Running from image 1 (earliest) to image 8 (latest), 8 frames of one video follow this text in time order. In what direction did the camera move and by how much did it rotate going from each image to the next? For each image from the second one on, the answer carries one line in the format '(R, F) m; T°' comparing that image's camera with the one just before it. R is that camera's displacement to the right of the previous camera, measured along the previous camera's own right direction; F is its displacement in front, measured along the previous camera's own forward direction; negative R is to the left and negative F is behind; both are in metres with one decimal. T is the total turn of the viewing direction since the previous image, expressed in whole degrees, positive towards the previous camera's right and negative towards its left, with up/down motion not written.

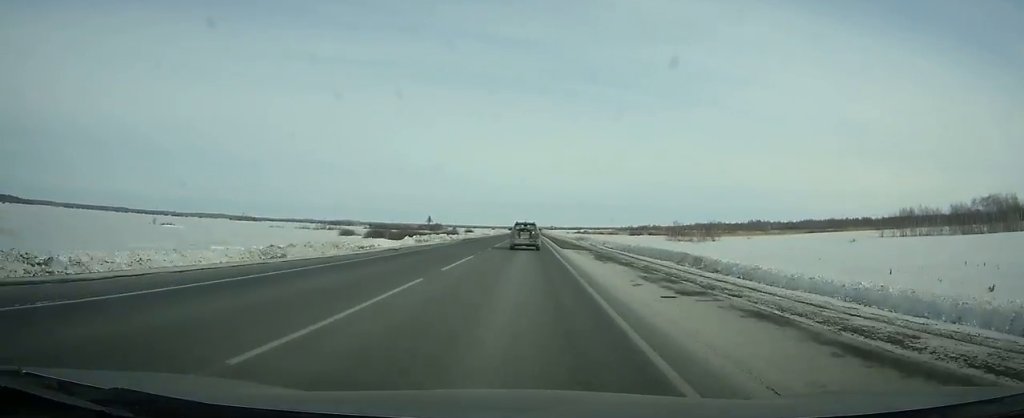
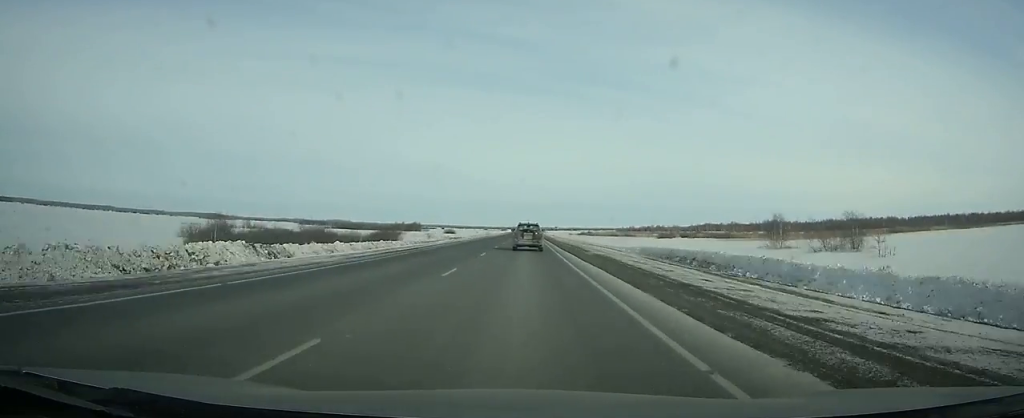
(-0.2, +67.6) m; 0°
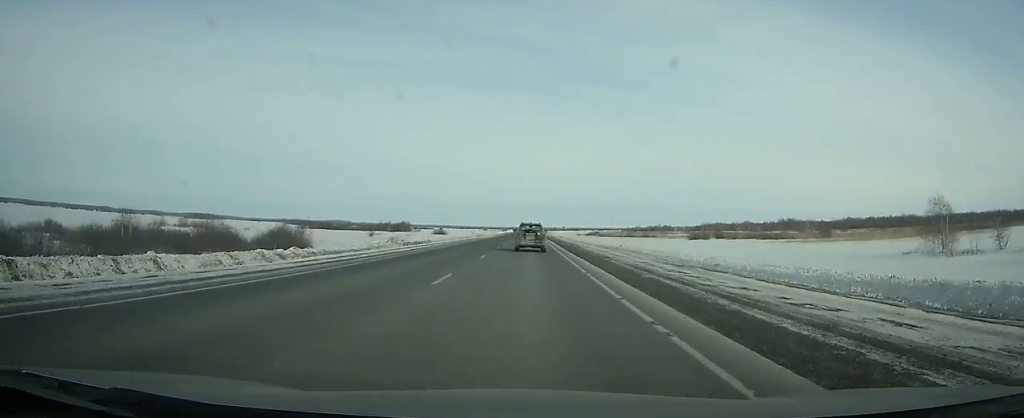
(0.0, +36.7) m; 0°
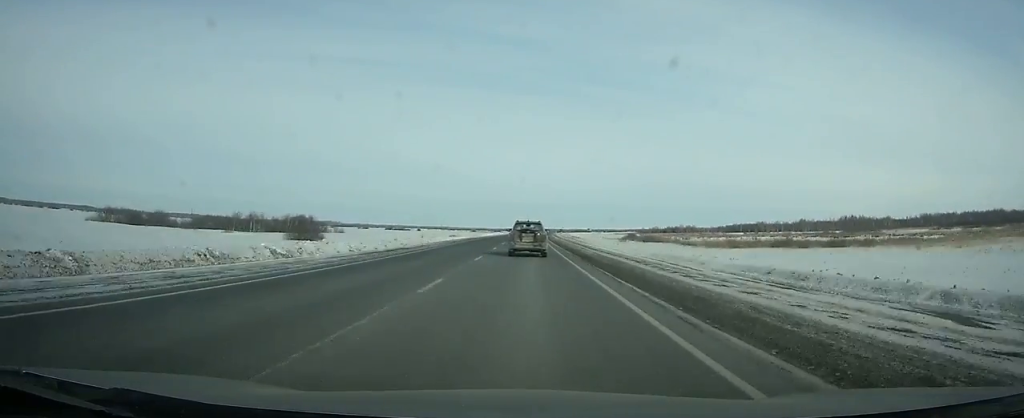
(+0.7, +143.7) m; 0°
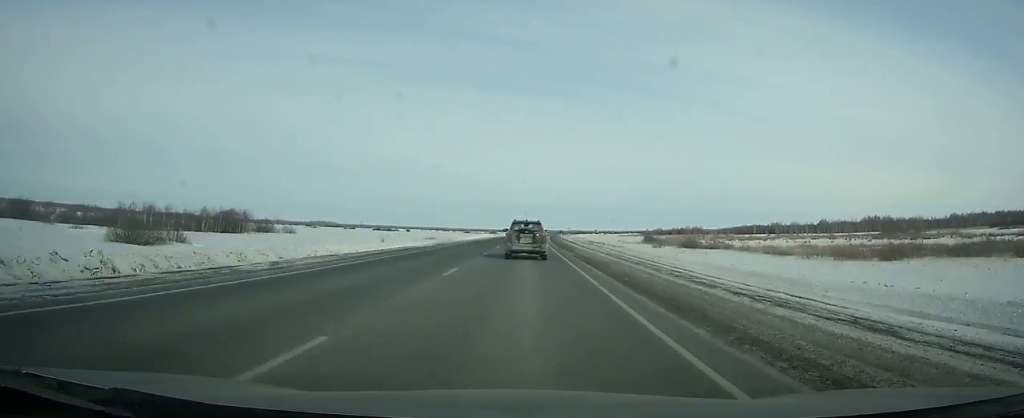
(-0.1, +44.7) m; 0°
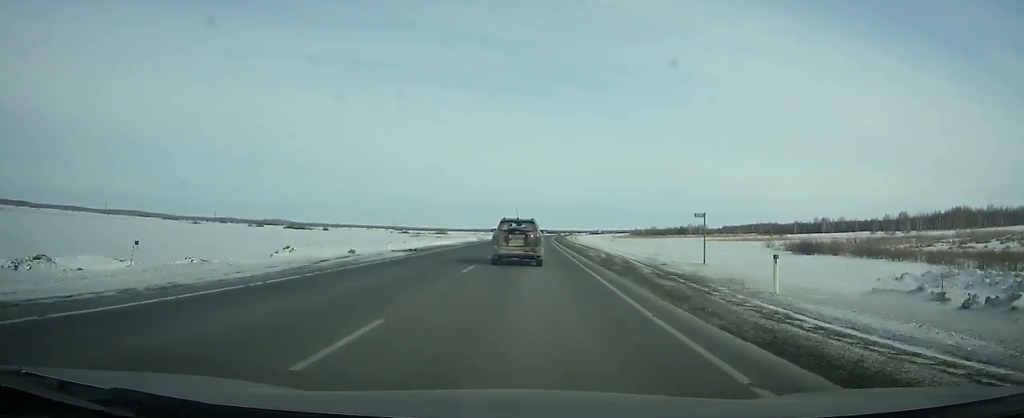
(+3.3, +154.3) m; +3°
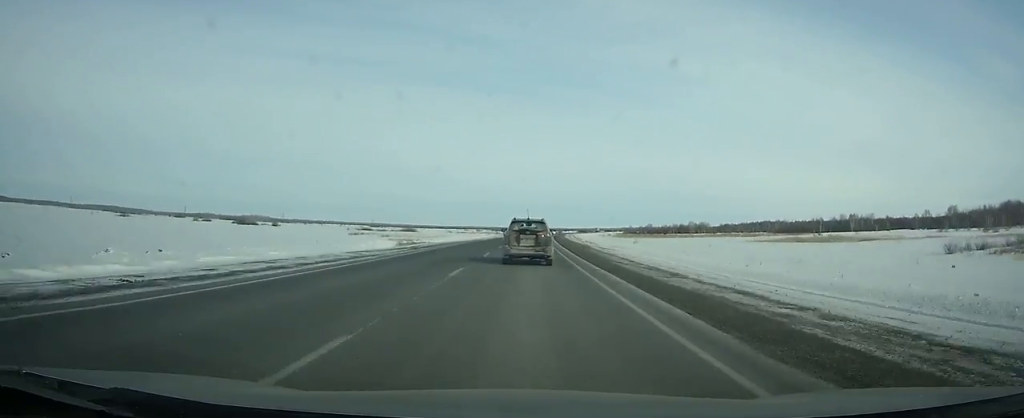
(+1.1, +60.9) m; +2°
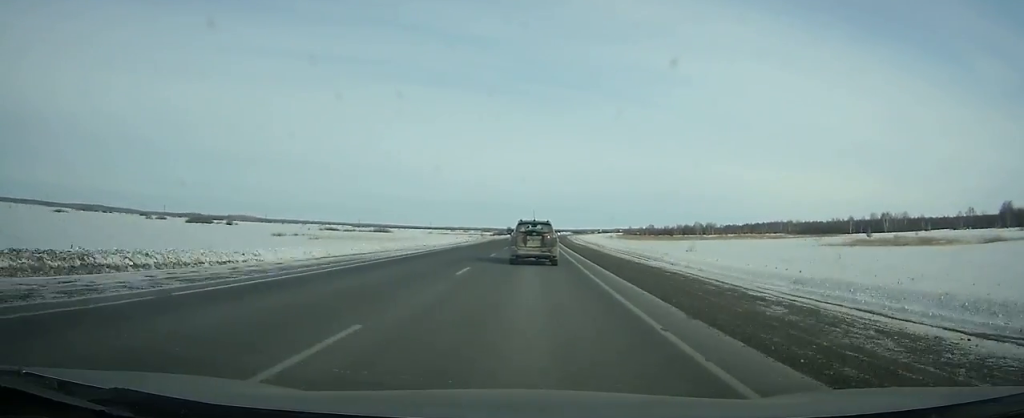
(+0.5, +47.7) m; +1°
